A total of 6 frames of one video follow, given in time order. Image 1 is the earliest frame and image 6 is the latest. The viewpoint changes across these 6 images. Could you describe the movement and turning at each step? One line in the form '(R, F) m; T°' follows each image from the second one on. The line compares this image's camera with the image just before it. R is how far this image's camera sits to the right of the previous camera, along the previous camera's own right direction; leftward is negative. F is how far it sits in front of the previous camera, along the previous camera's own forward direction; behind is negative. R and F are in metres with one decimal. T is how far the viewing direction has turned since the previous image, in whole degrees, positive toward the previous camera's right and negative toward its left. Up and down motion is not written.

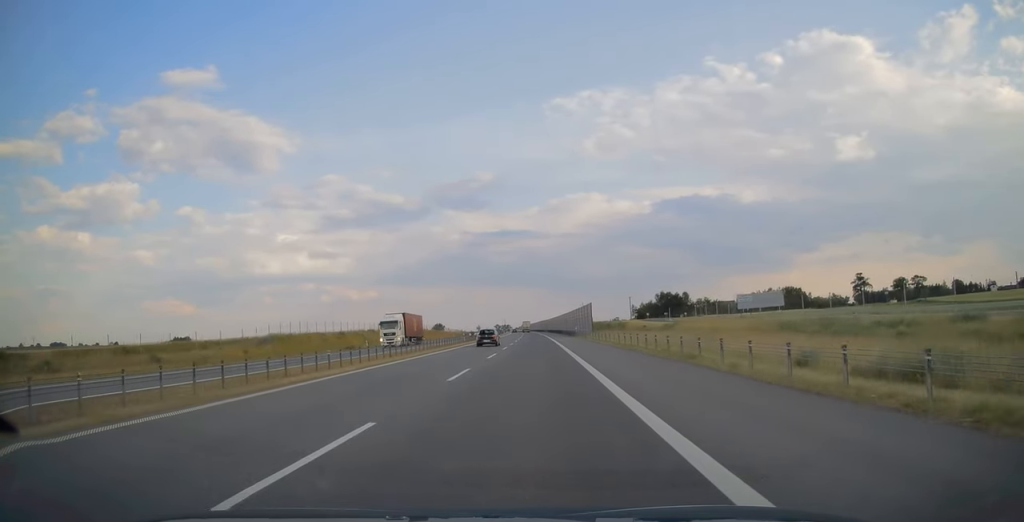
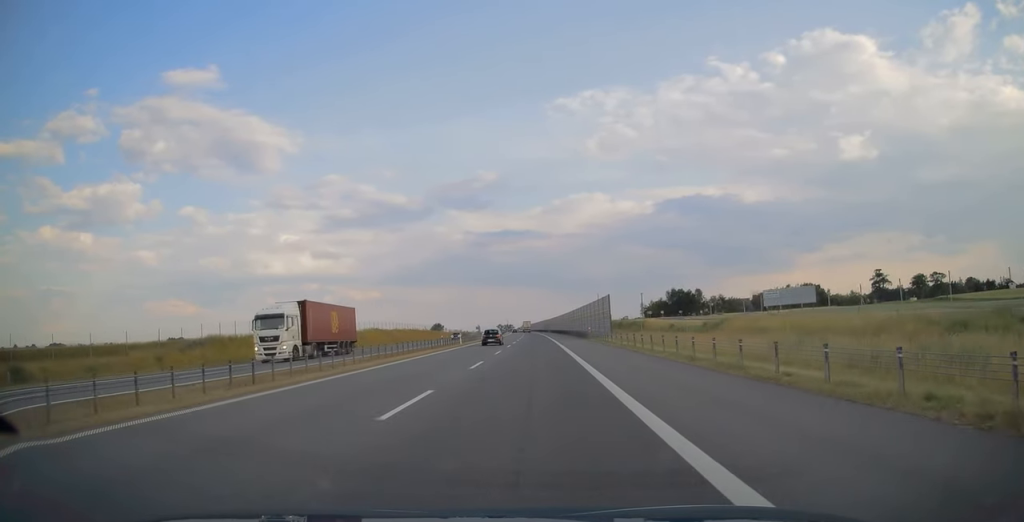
(0.0, +19.1) m; 0°
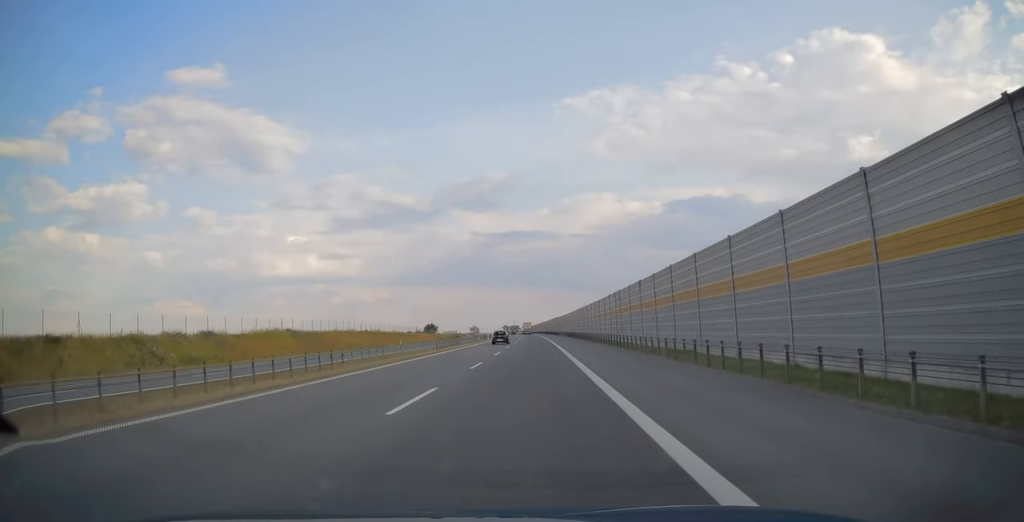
(-0.4, +59.4) m; -1°
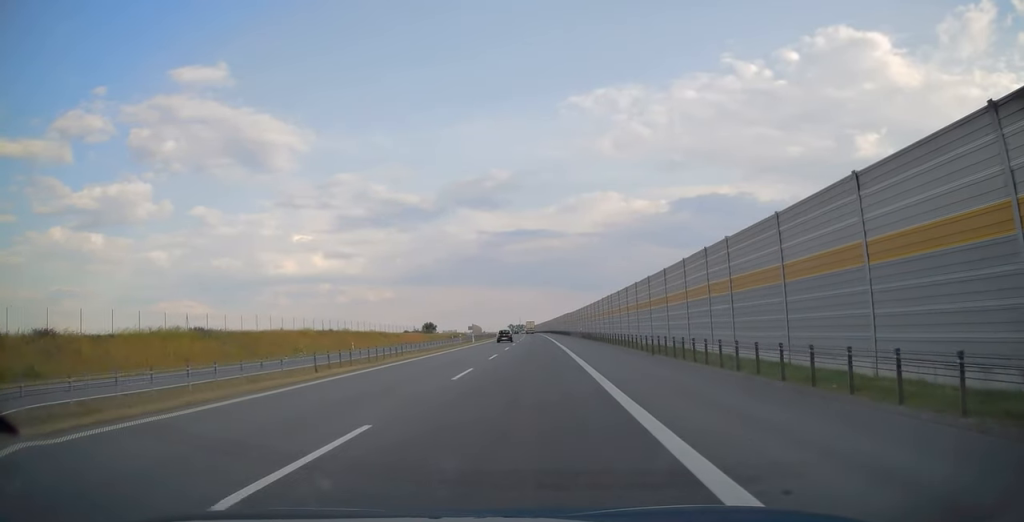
(-0.1, +29.3) m; 0°
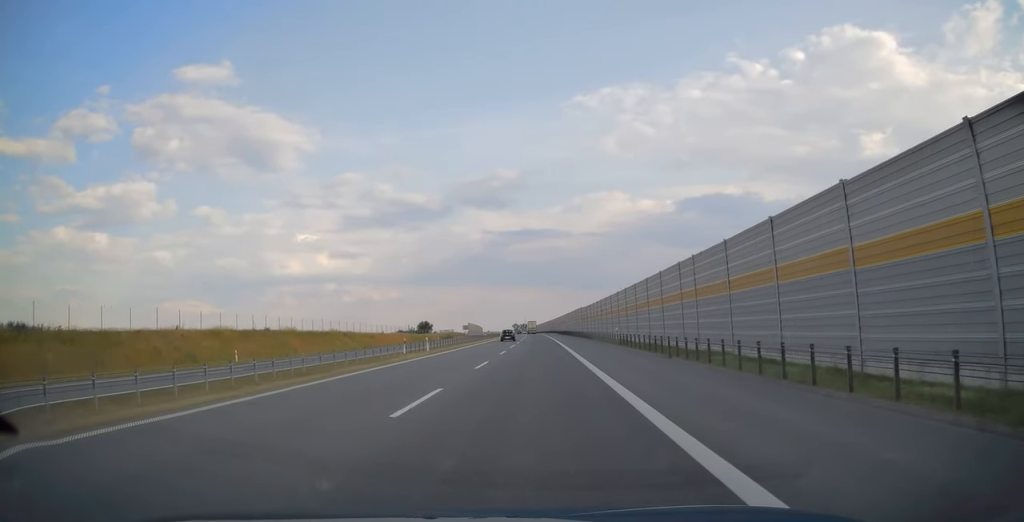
(-0.1, +31.1) m; 0°
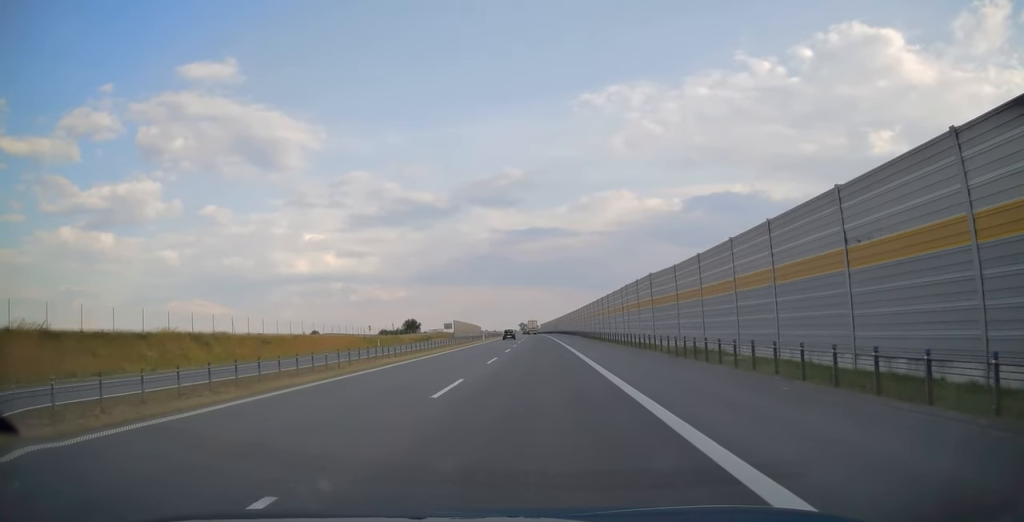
(-0.6, +57.2) m; -1°
